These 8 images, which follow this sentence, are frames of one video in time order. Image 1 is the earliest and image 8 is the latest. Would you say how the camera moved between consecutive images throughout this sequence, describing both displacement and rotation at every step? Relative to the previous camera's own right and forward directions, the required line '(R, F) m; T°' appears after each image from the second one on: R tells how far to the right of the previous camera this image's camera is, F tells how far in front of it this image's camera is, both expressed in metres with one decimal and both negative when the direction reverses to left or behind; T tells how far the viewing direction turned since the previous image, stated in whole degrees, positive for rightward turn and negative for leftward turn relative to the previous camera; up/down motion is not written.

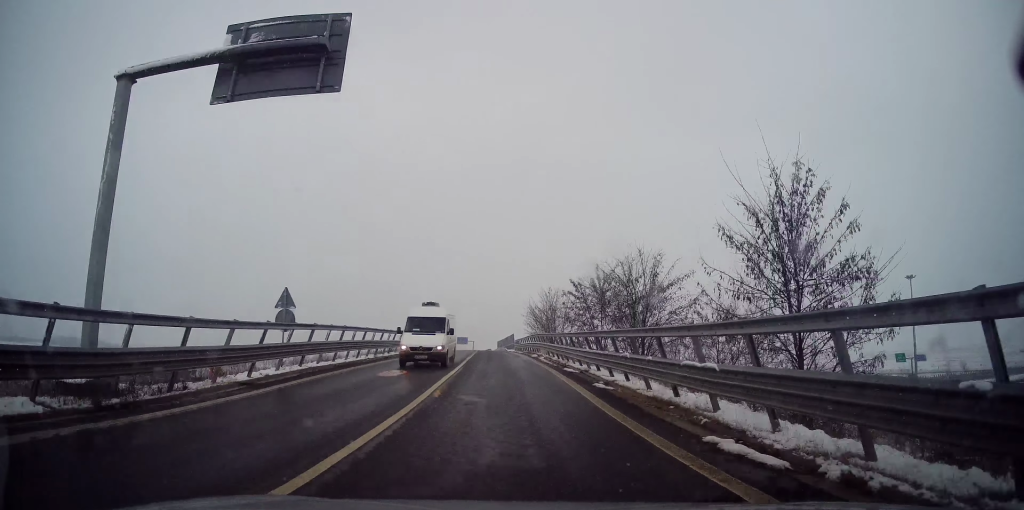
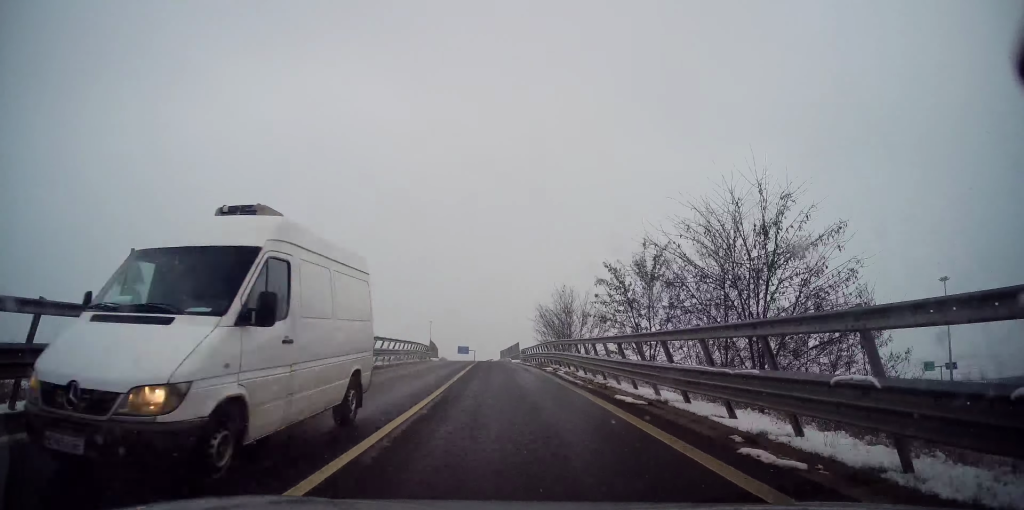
(-0.3, +9.0) m; 0°
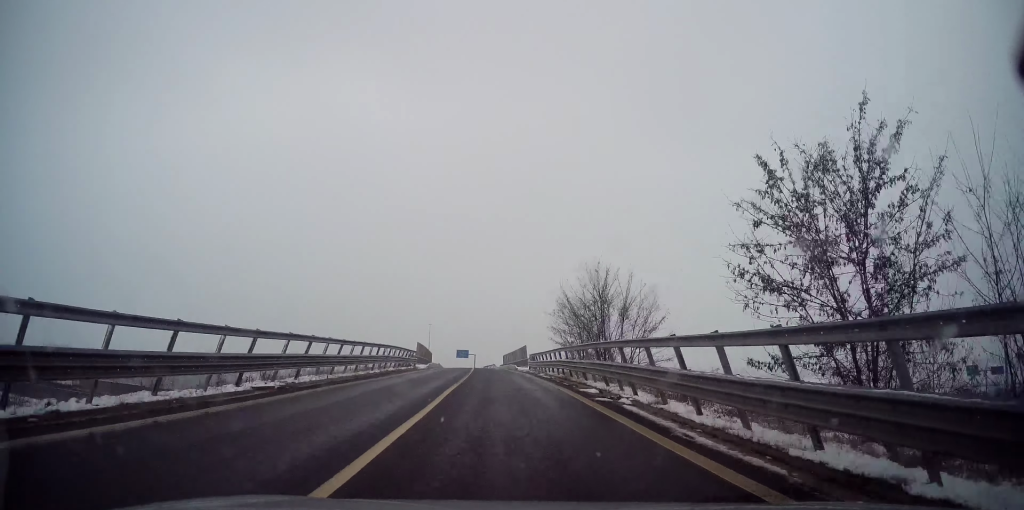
(+0.2, +13.1) m; +1°
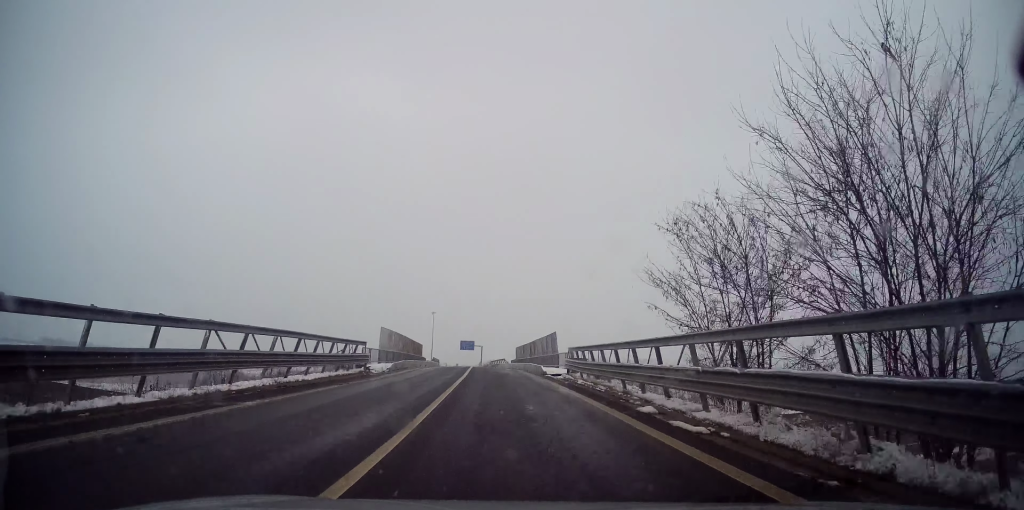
(+0.3, +22.3) m; -1°
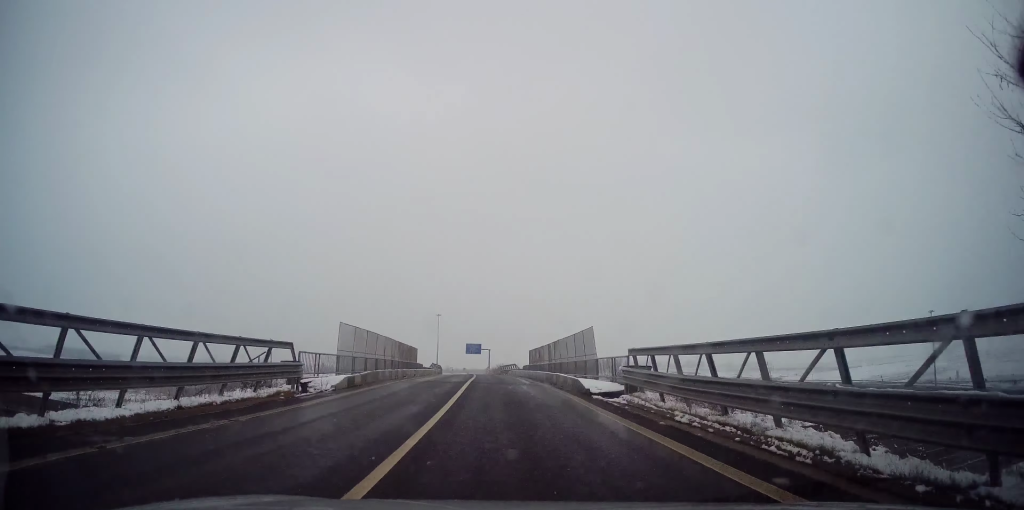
(-0.5, +11.5) m; -1°
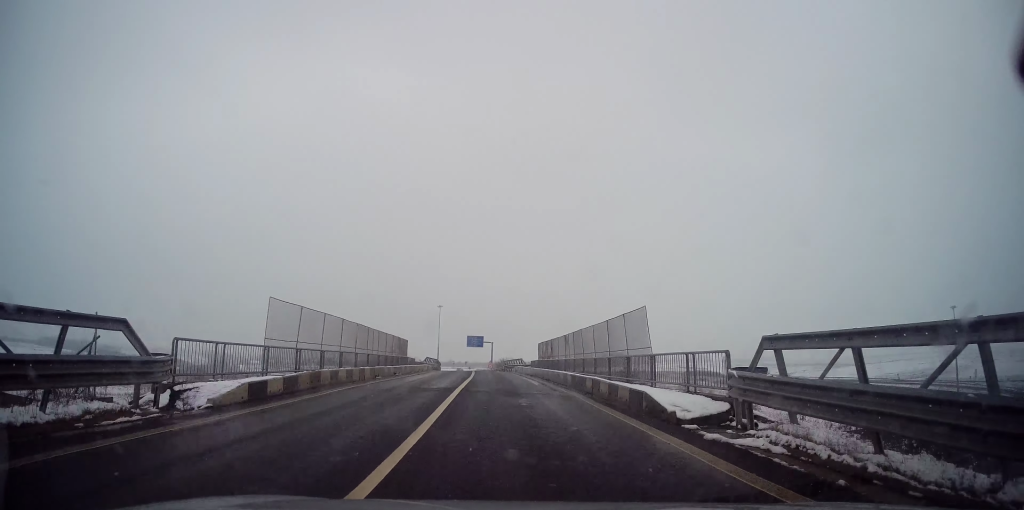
(-0.1, +8.6) m; 0°
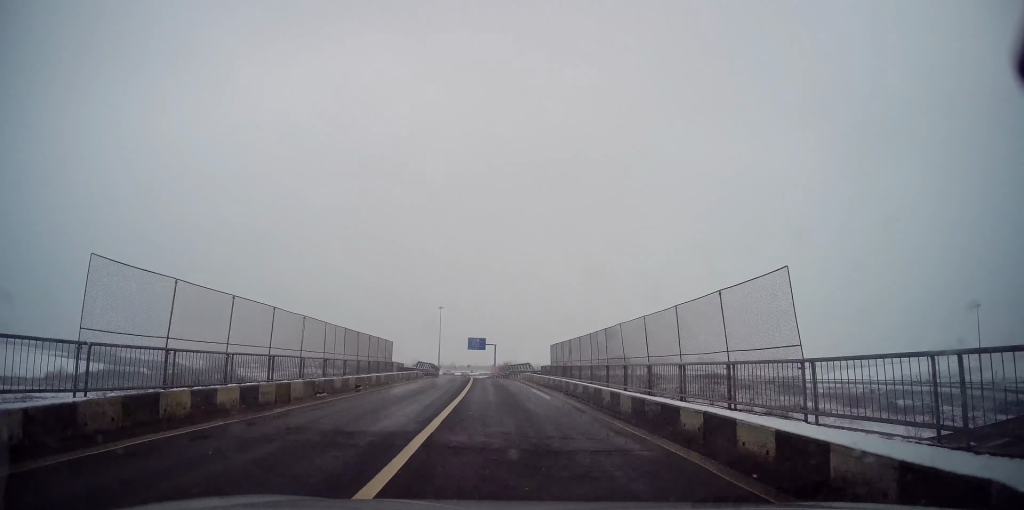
(+0.1, +8.6) m; 0°
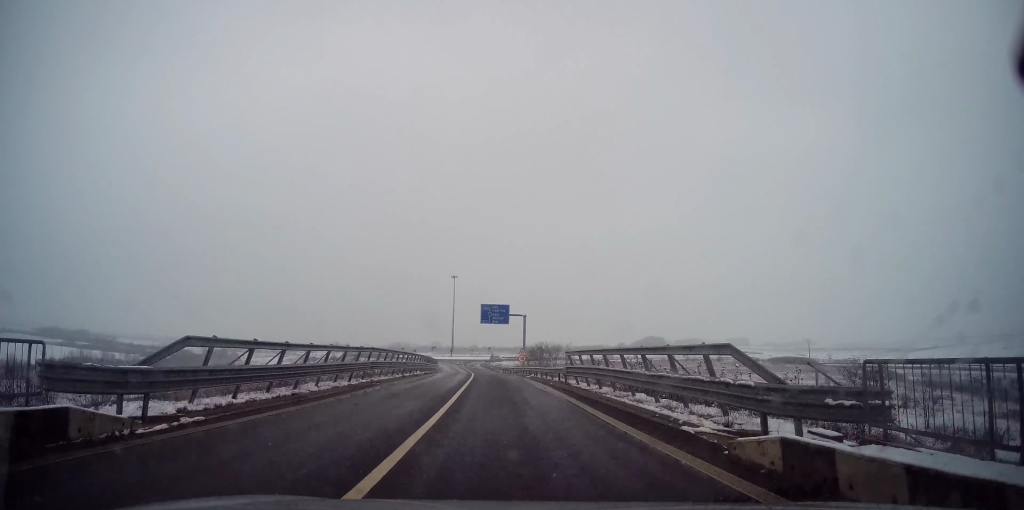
(-0.6, +40.9) m; -2°
